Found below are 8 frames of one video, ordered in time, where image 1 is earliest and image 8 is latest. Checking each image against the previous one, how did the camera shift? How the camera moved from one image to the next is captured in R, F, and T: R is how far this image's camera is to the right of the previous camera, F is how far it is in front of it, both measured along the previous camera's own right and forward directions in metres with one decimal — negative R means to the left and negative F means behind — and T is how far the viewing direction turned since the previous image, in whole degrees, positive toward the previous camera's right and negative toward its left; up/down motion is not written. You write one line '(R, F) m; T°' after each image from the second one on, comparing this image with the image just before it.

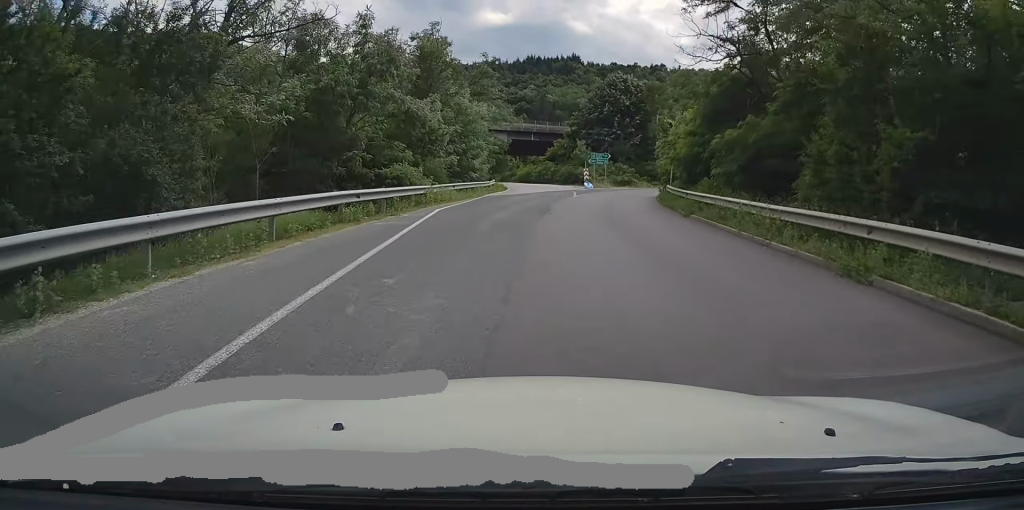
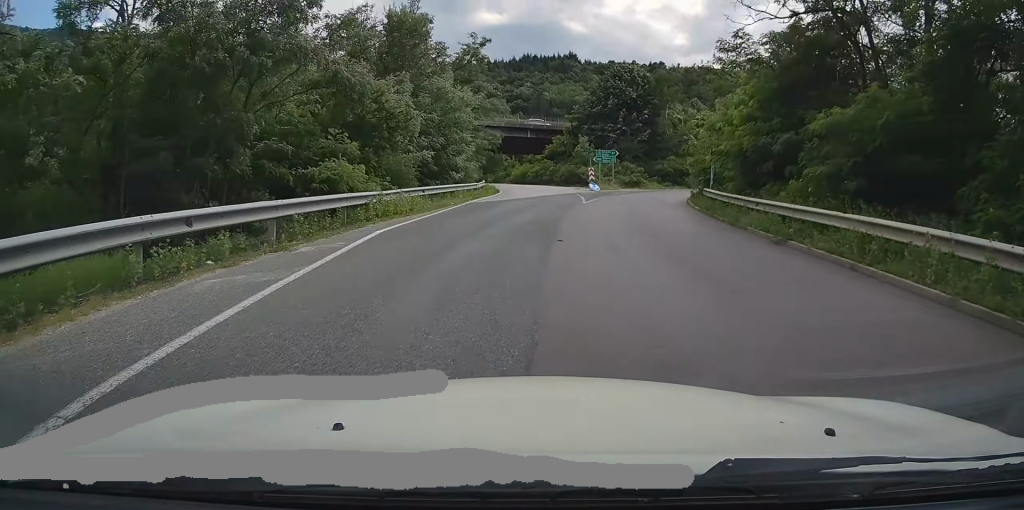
(-0.1, +8.5) m; 0°
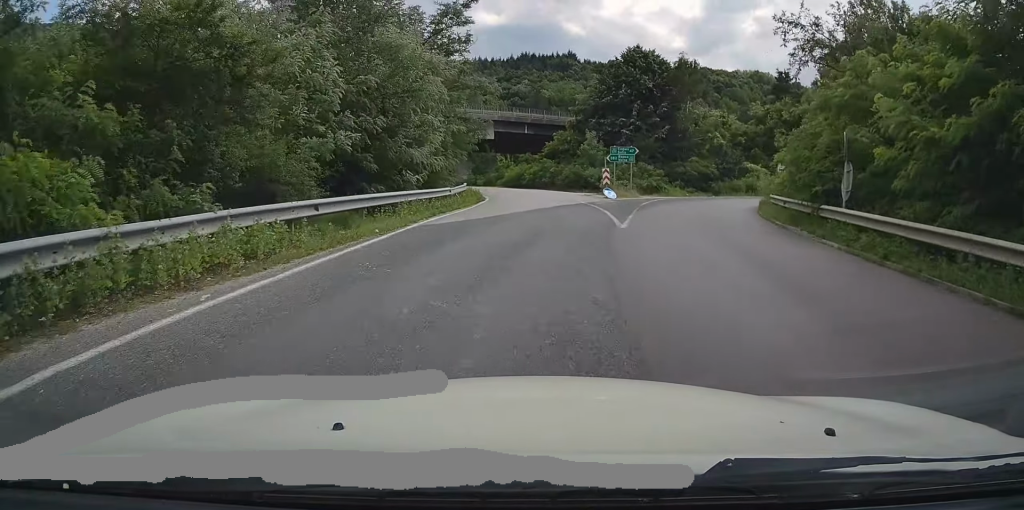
(+0.2, +11.9) m; 0°
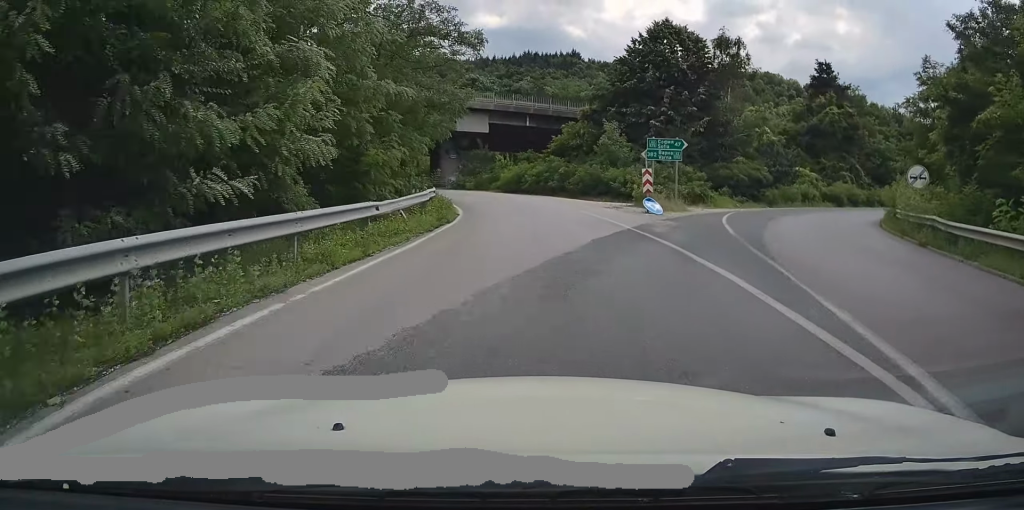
(-0.1, +13.8) m; -1°
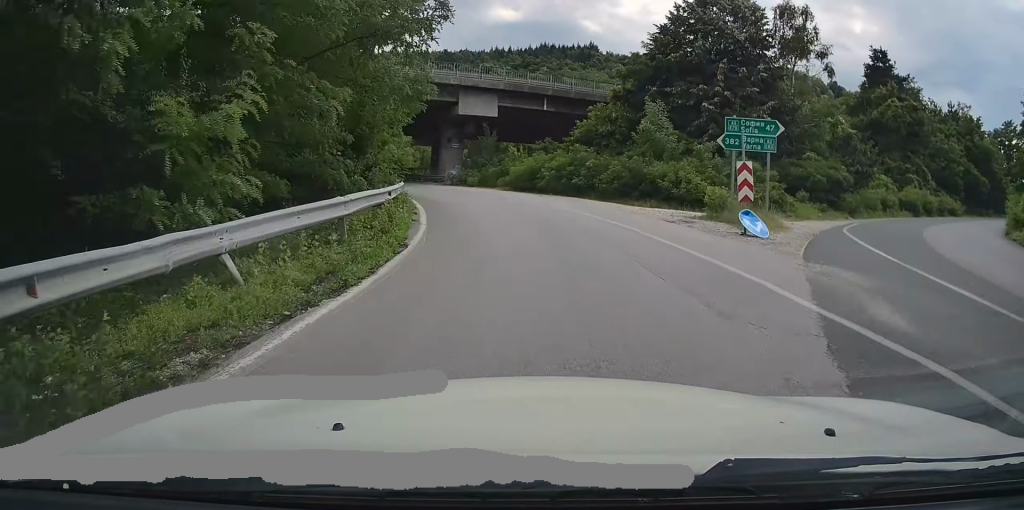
(-0.1, +11.0) m; -1°
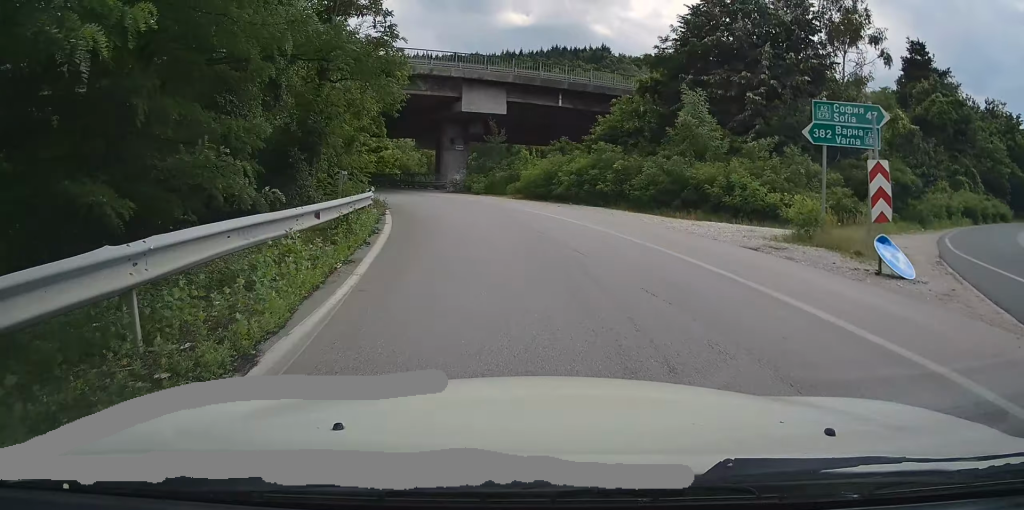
(+0.1, +6.3) m; -1°
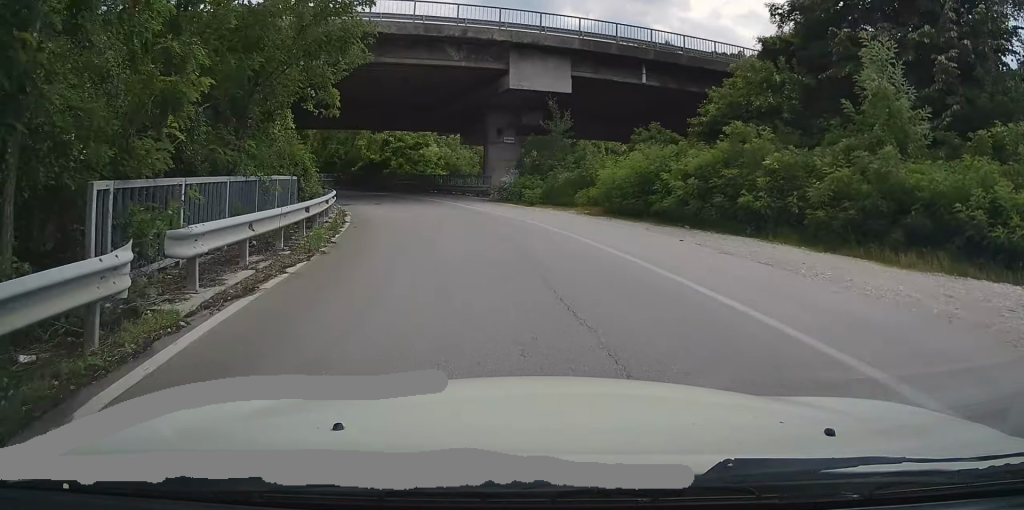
(-0.2, +12.7) m; -4°
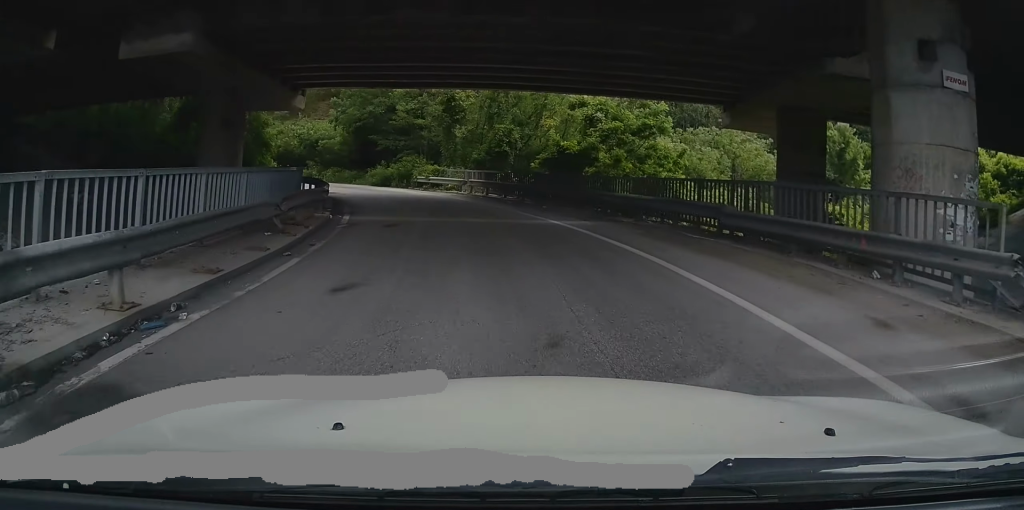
(-3.8, +26.5) m; -16°
